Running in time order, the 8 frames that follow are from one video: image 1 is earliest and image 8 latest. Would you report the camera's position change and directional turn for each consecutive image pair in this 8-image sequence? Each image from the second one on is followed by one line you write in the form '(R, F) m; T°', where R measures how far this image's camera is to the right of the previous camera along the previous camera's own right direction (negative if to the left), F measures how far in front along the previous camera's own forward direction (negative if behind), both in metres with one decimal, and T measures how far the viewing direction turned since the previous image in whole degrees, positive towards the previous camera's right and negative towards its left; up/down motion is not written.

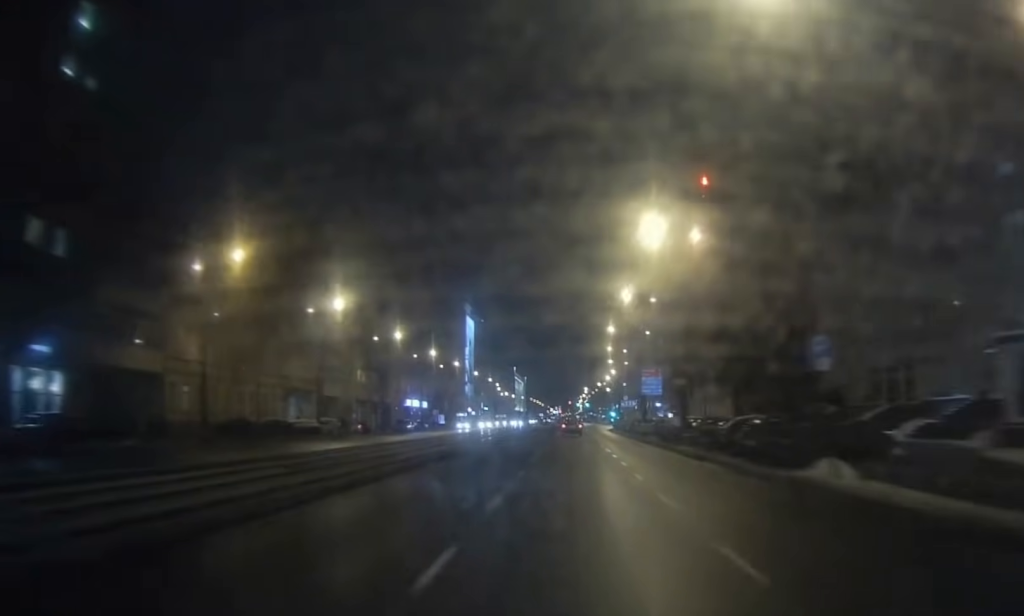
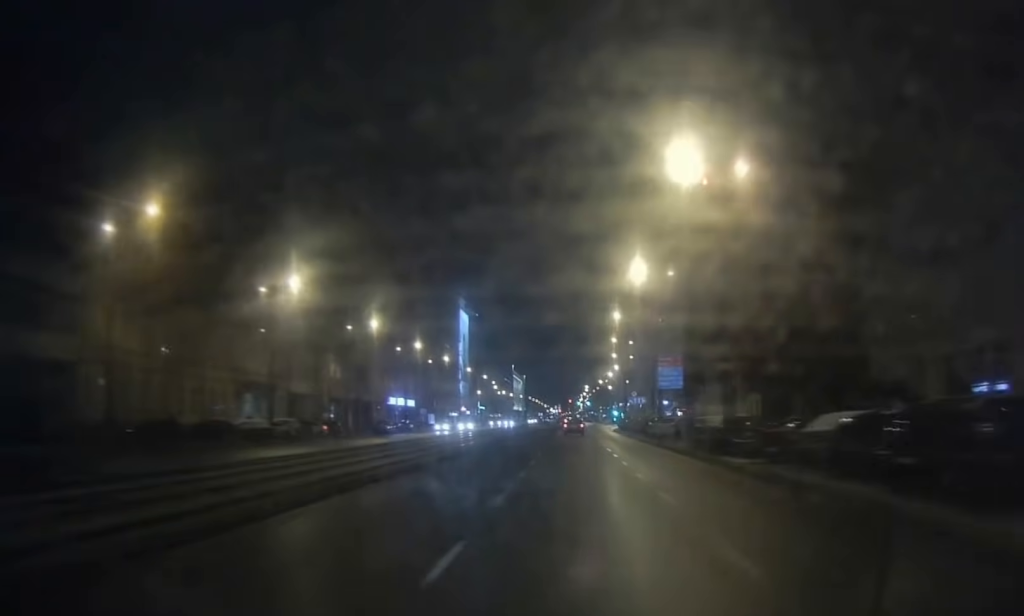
(0.0, +11.6) m; 0°
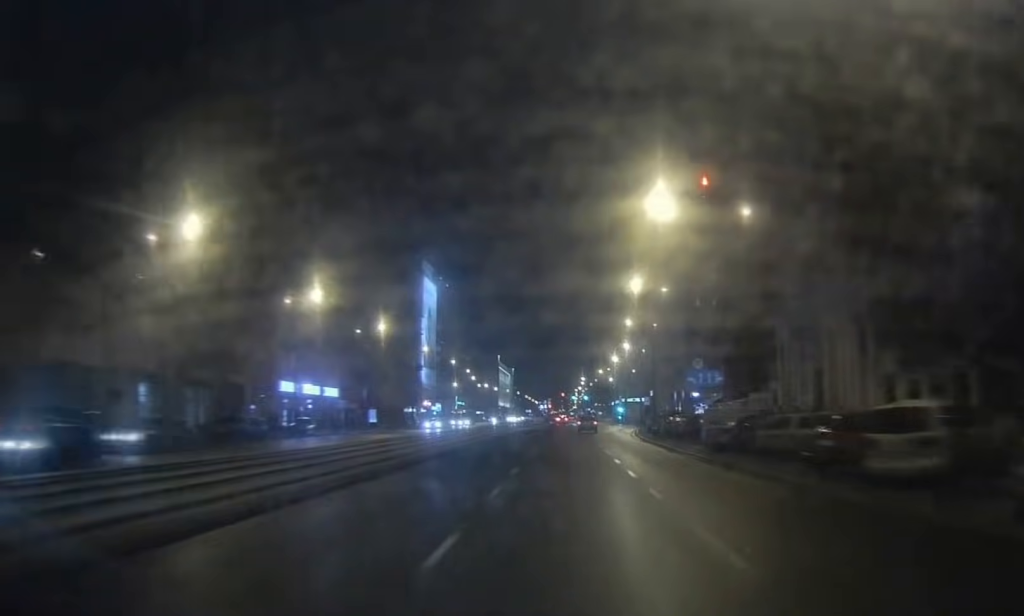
(0.0, +41.4) m; +1°
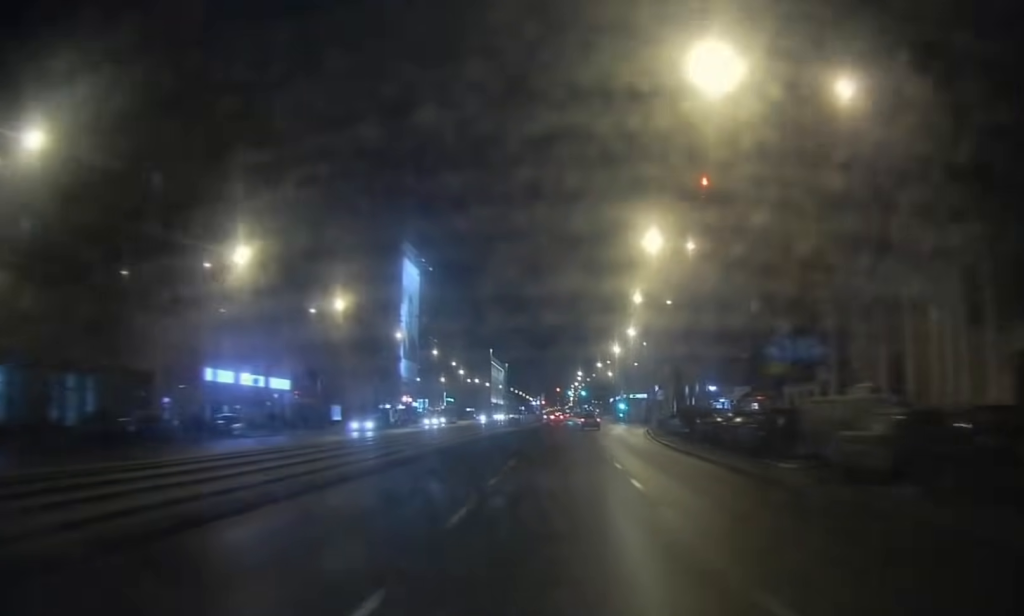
(+0.1, +15.2) m; +1°
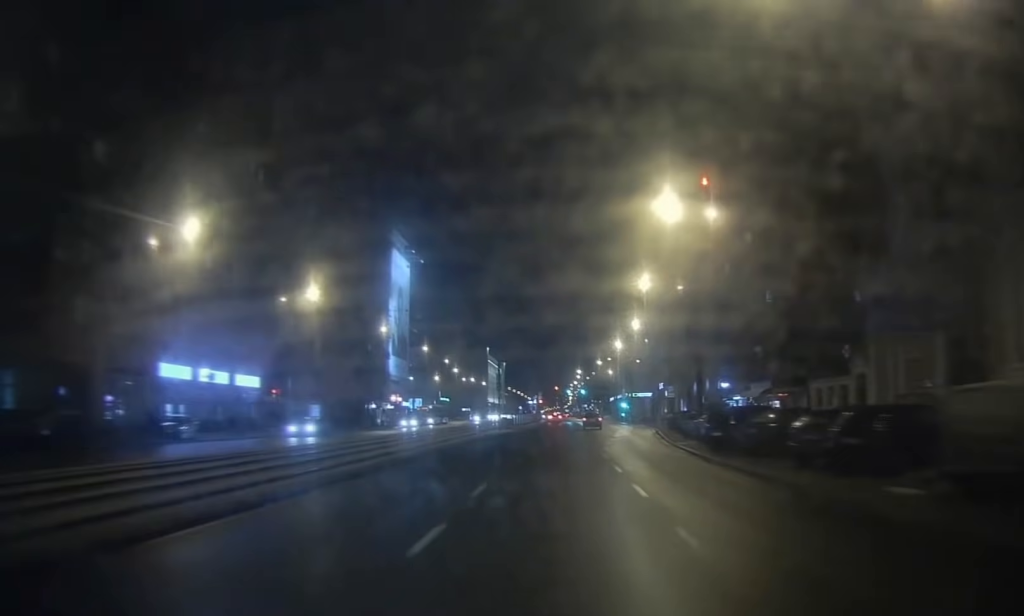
(0.0, +7.9) m; 0°
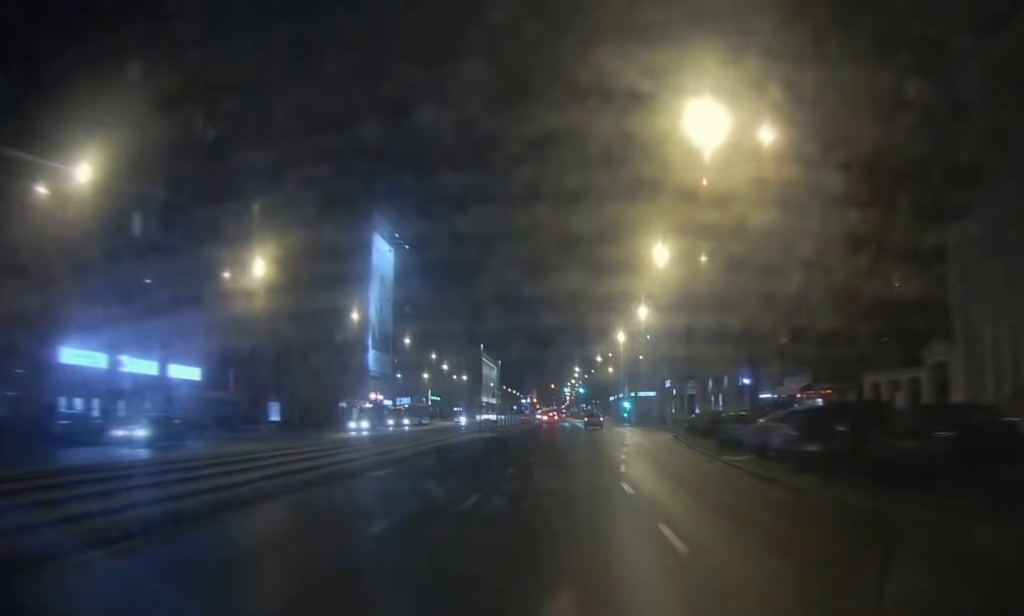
(+0.1, +12.1) m; 0°
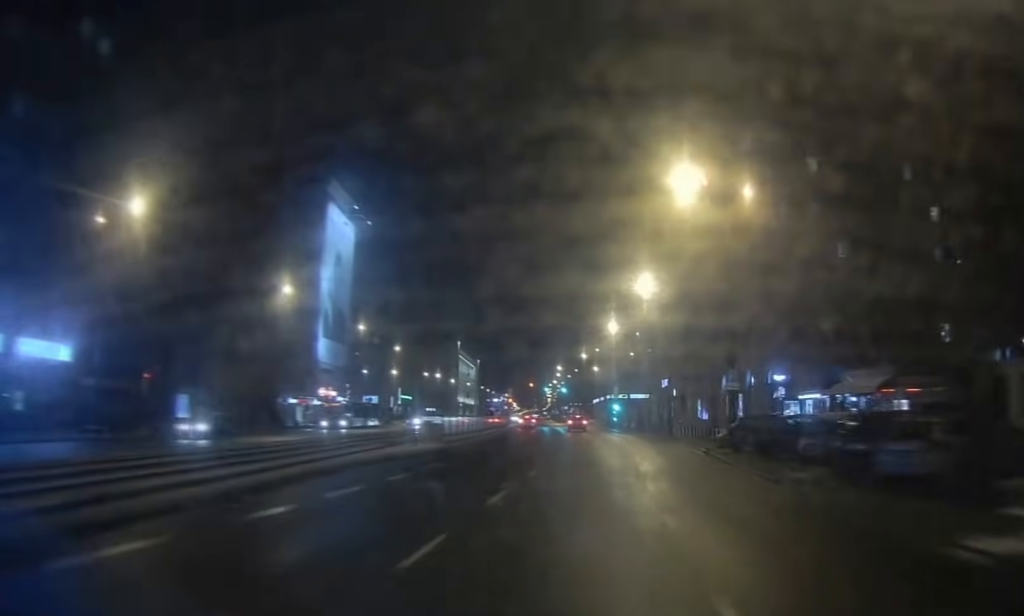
(+0.1, +16.8) m; +1°
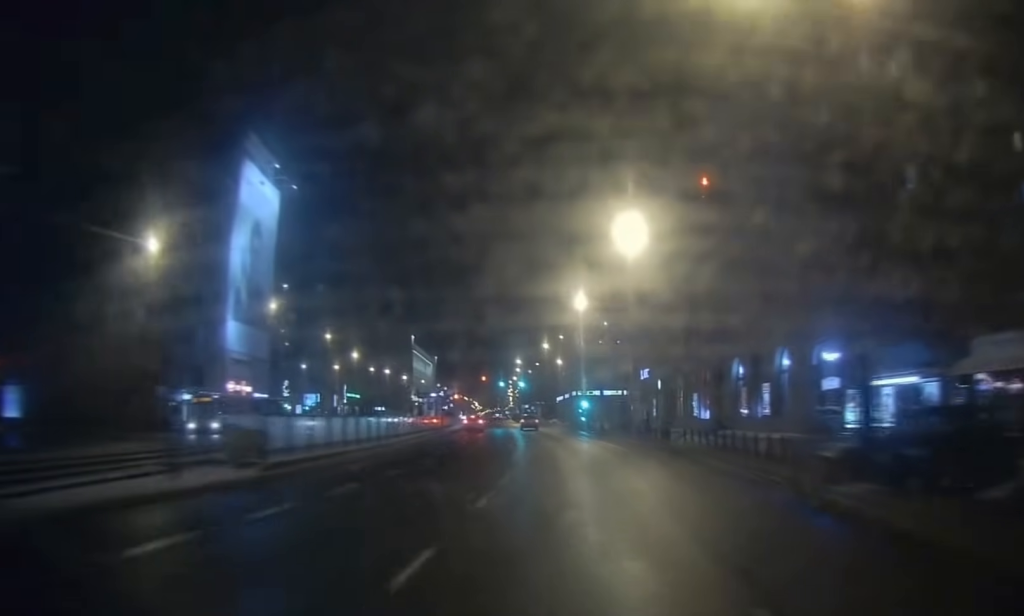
(+0.4, +18.6) m; +1°
